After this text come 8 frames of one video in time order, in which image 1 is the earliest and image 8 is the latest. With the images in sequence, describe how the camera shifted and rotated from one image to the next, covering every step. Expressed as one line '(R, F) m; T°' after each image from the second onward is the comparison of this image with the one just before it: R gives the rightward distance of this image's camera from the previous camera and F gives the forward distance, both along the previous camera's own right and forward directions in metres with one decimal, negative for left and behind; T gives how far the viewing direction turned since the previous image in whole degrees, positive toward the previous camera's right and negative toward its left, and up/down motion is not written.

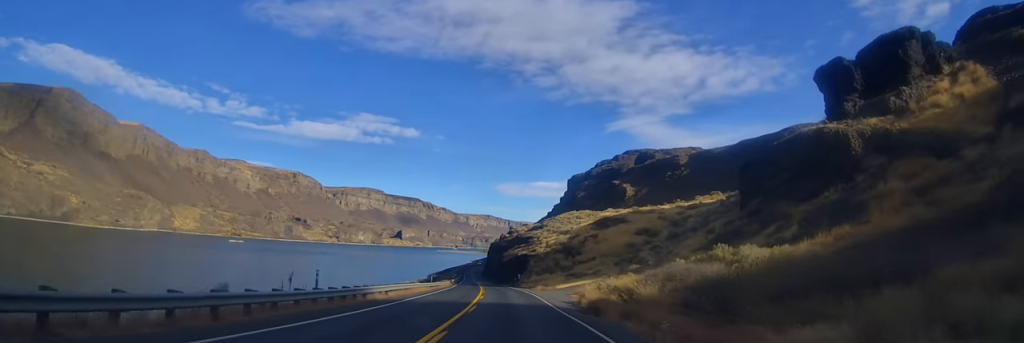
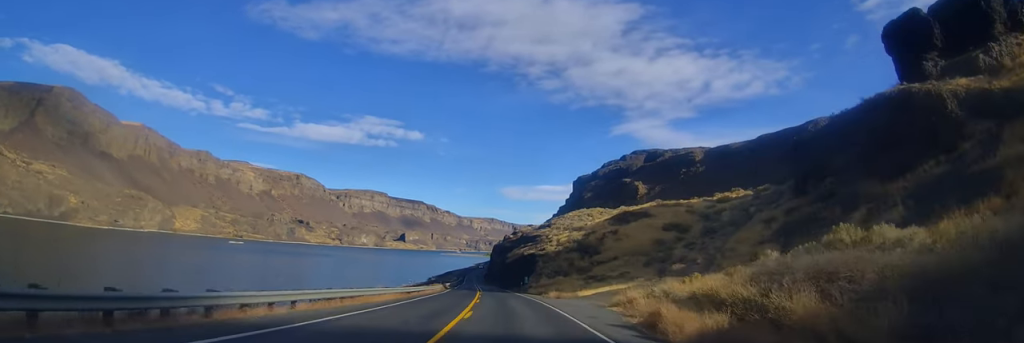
(-0.3, +15.3) m; 0°
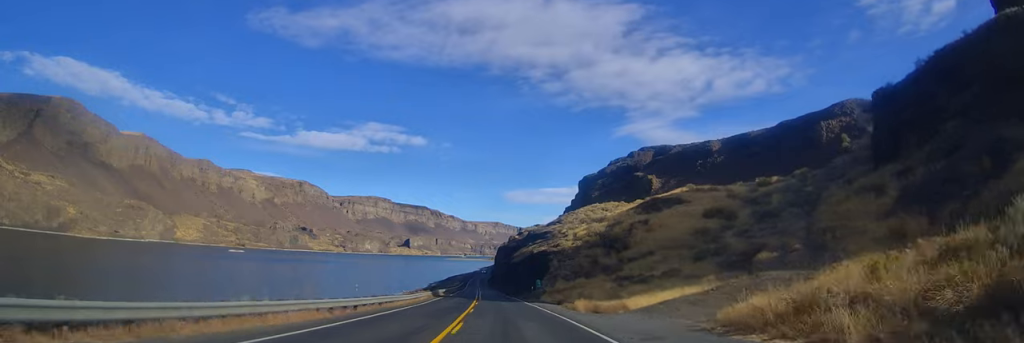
(-0.5, +16.2) m; 0°
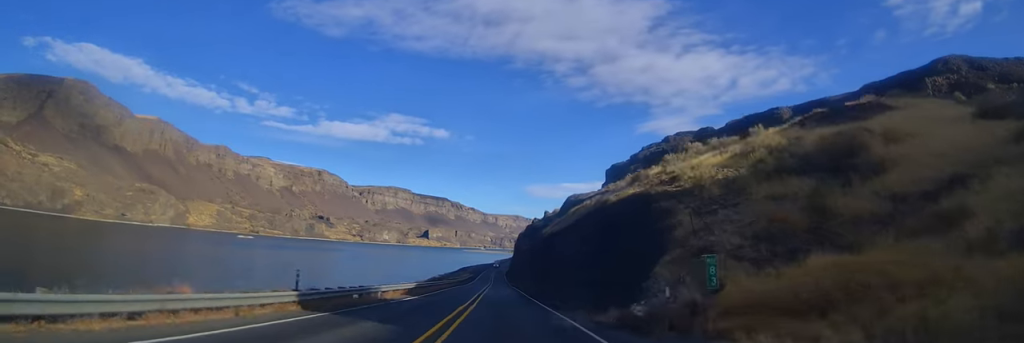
(+0.6, +42.2) m; -1°
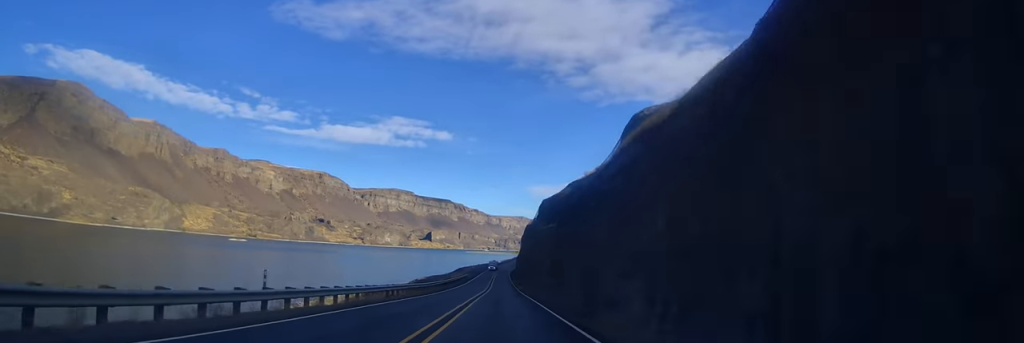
(-1.5, +41.3) m; -2°
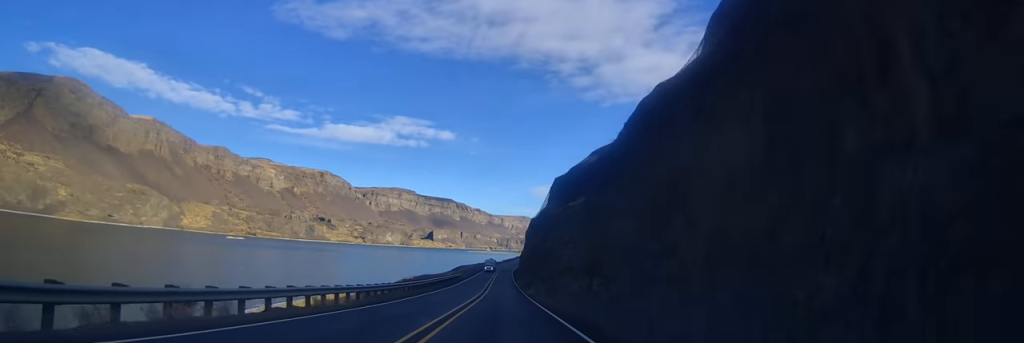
(+0.1, +18.3) m; 0°
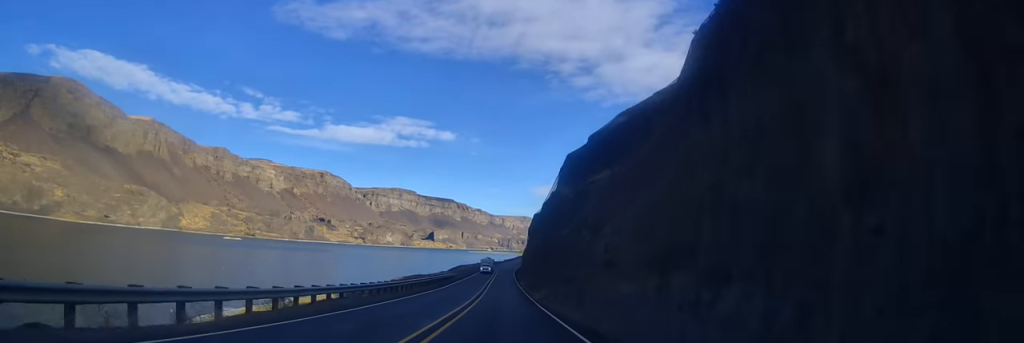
(+0.2, +12.5) m; 0°
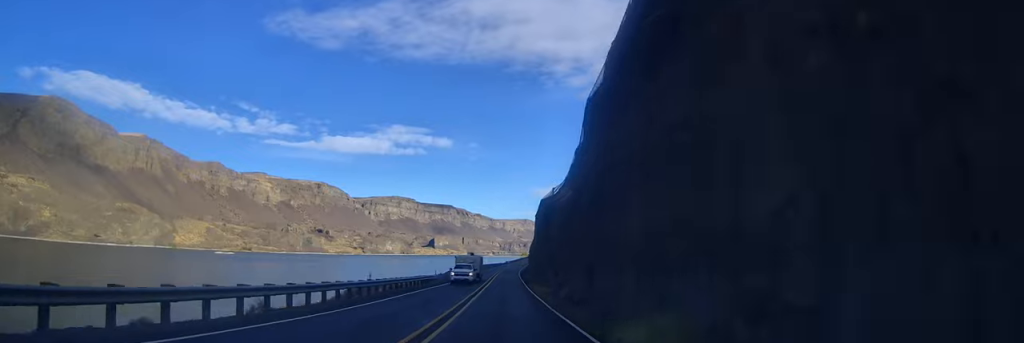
(-0.4, +30.9) m; 0°
